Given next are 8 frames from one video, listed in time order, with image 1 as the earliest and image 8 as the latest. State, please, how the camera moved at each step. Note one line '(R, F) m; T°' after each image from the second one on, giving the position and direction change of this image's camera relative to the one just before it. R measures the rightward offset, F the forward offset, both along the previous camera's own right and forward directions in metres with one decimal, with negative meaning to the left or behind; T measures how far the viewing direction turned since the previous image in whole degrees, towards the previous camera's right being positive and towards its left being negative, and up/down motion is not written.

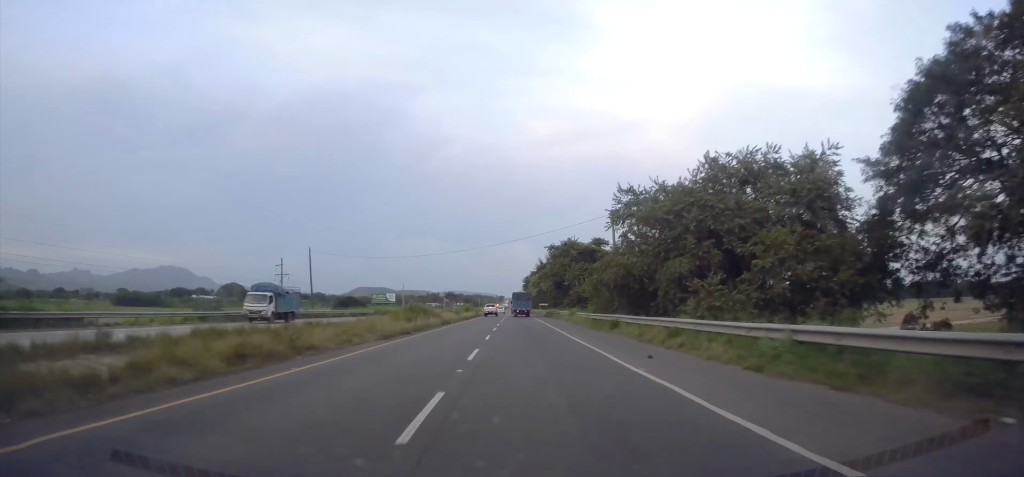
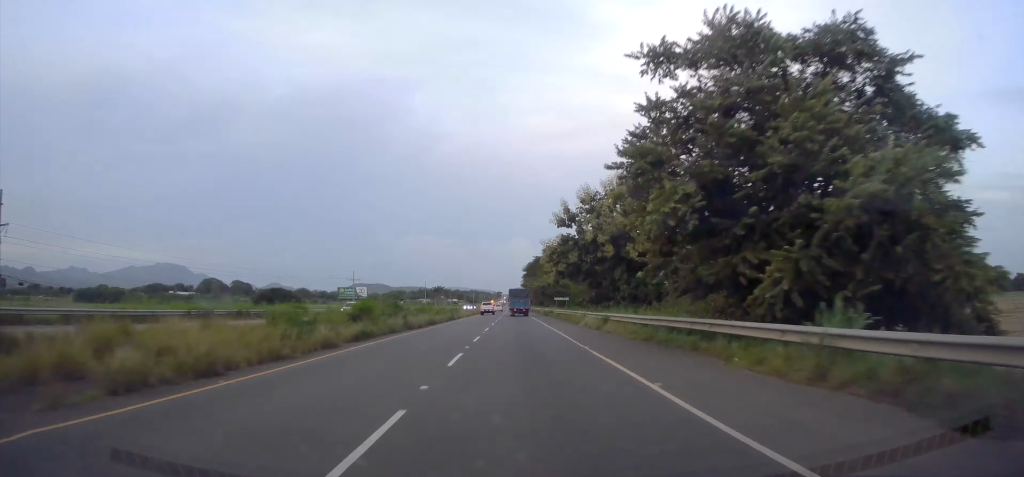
(0.0, +55.5) m; 0°
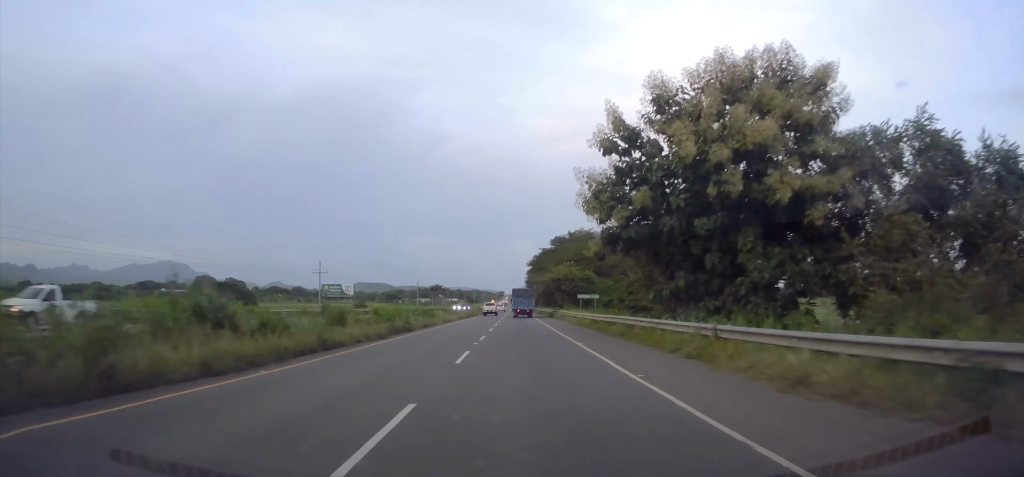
(0.0, +24.4) m; 0°
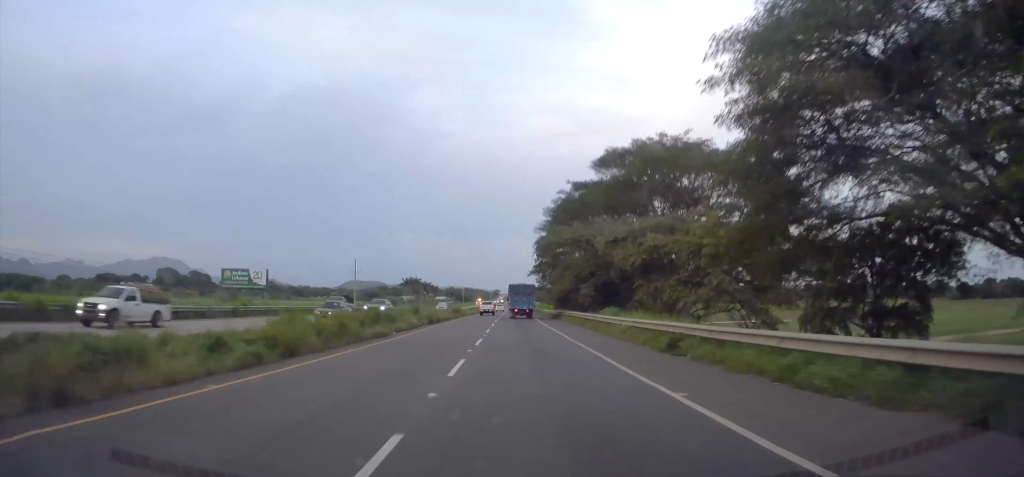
(-0.5, +80.2) m; -1°
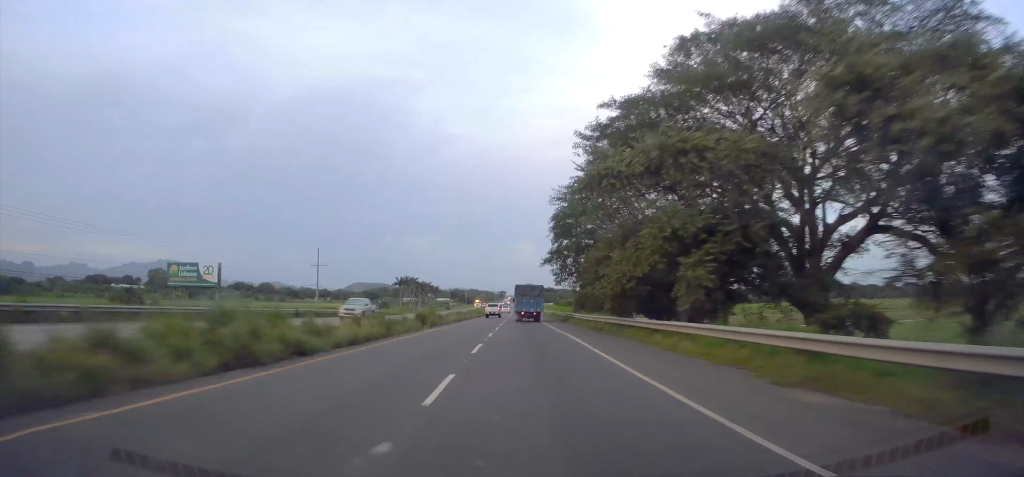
(-0.1, +28.4) m; 0°
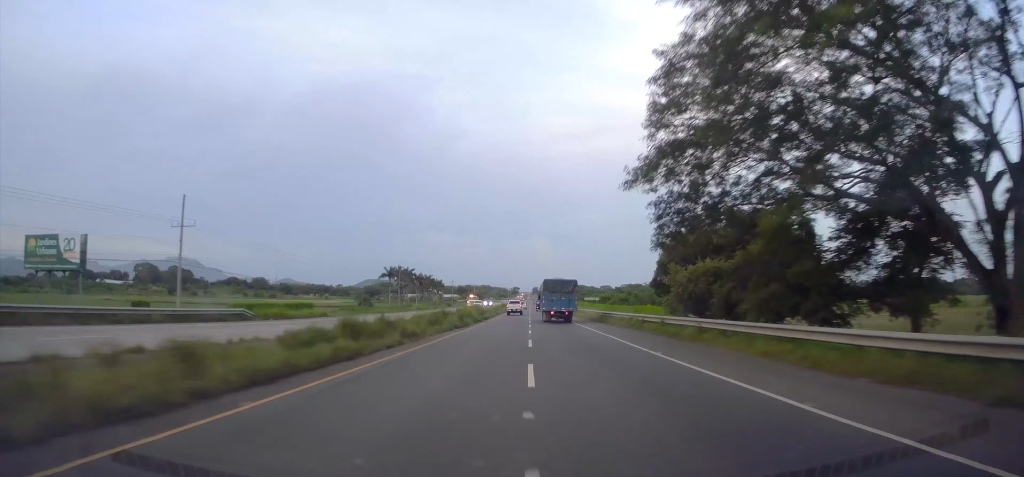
(-0.1, +47.9) m; 0°
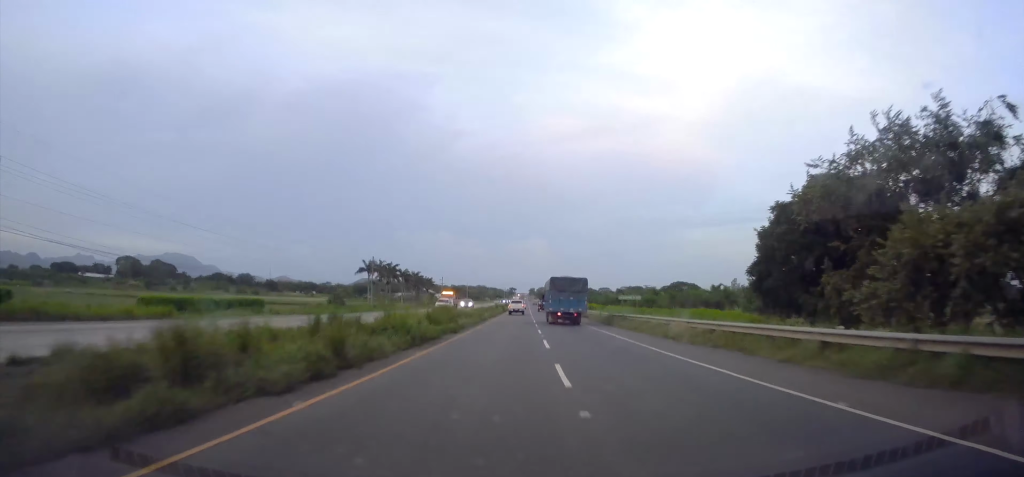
(0.0, +25.2) m; 0°
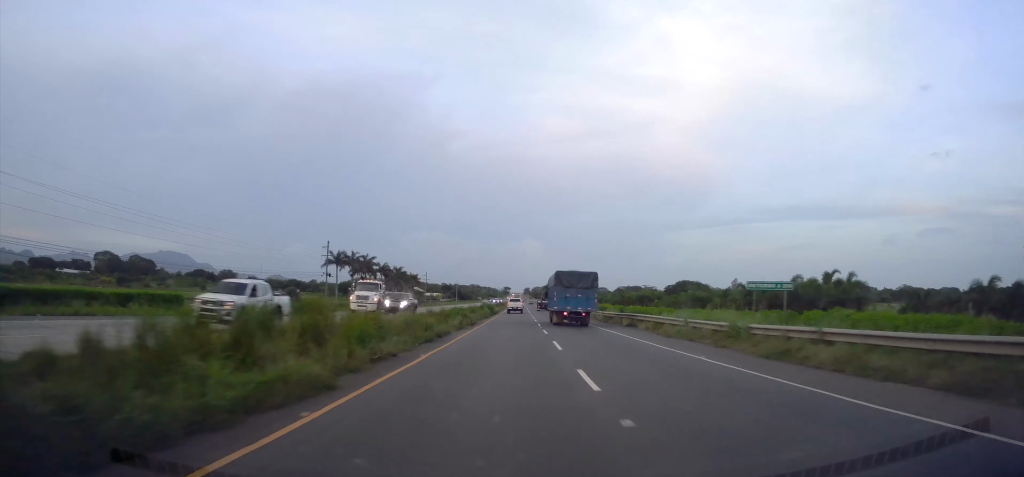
(-0.1, +27.5) m; 0°
